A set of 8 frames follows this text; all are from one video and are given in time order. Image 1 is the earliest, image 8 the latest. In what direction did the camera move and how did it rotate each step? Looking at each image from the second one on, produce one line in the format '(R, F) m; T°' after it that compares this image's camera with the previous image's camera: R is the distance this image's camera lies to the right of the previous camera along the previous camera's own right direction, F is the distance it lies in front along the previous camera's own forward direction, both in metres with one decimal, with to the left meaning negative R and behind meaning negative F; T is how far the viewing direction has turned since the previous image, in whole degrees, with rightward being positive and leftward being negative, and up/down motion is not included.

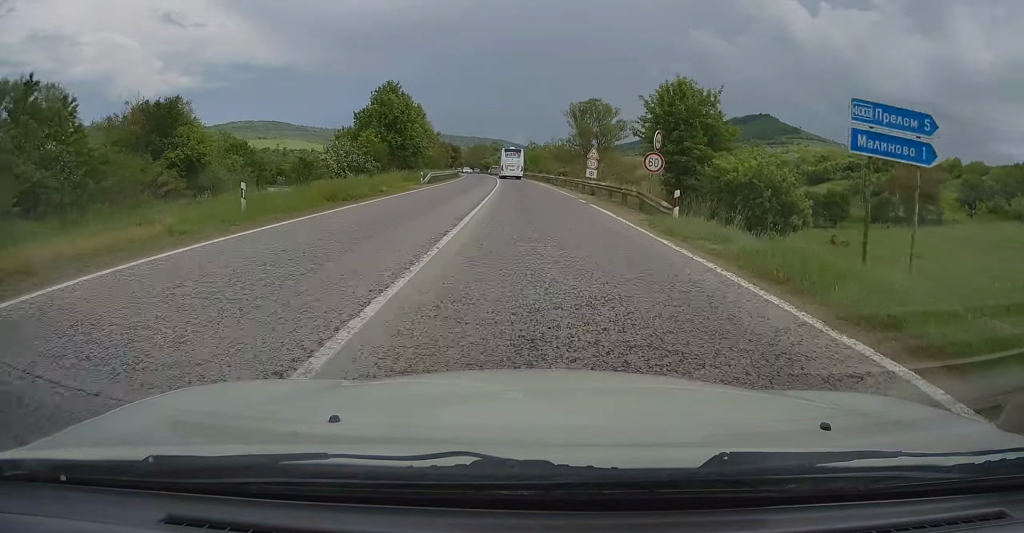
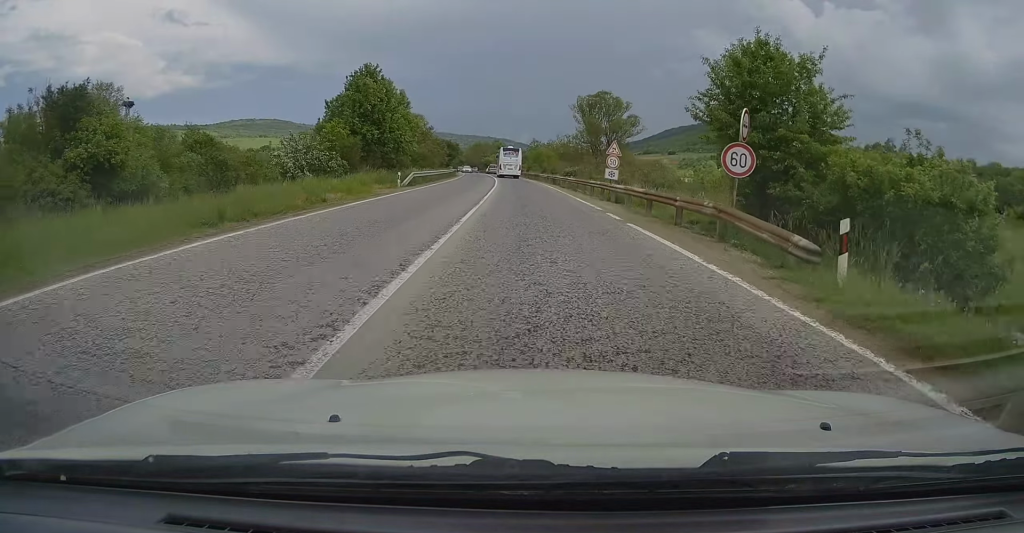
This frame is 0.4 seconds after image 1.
(0.0, +8.5) m; 0°
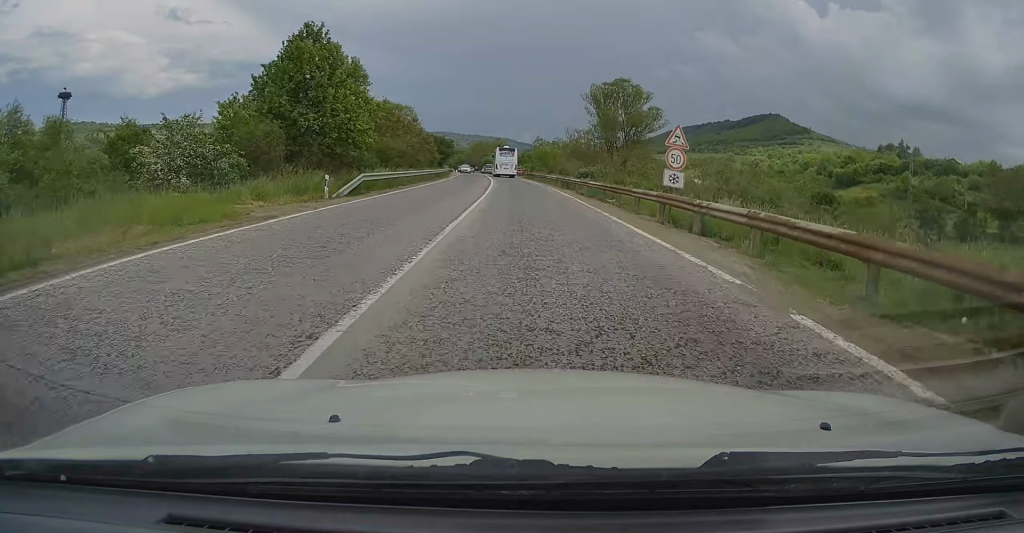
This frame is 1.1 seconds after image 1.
(0.0, +13.2) m; 0°
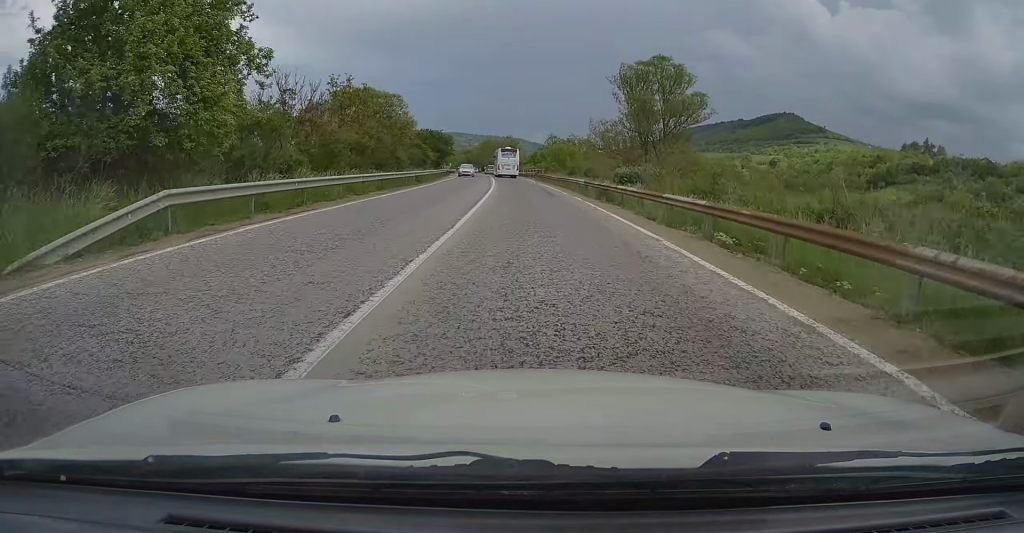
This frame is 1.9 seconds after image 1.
(0.0, +15.9) m; -1°
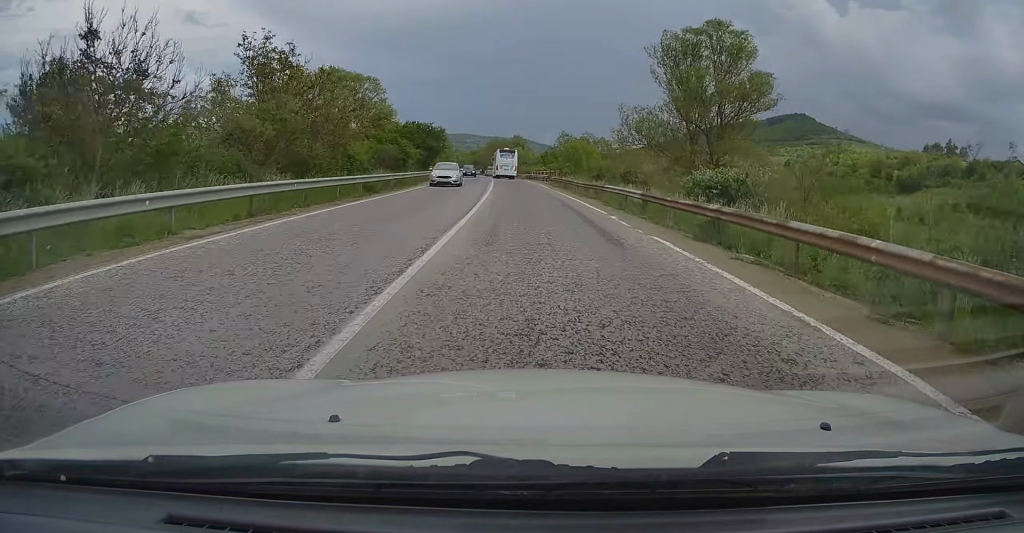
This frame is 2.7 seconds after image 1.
(-0.3, +15.9) m; -1°
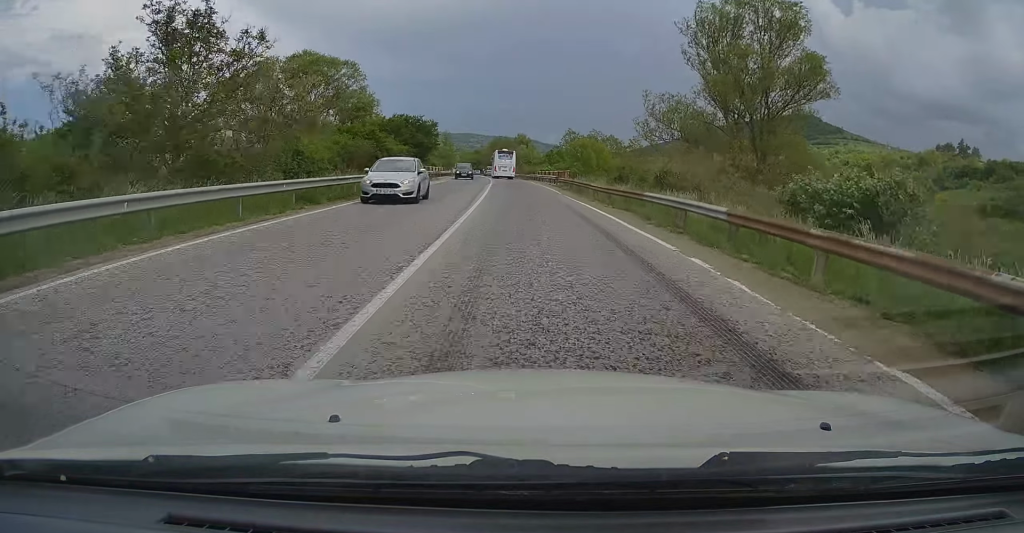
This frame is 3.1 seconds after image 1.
(0.0, +8.6) m; 0°
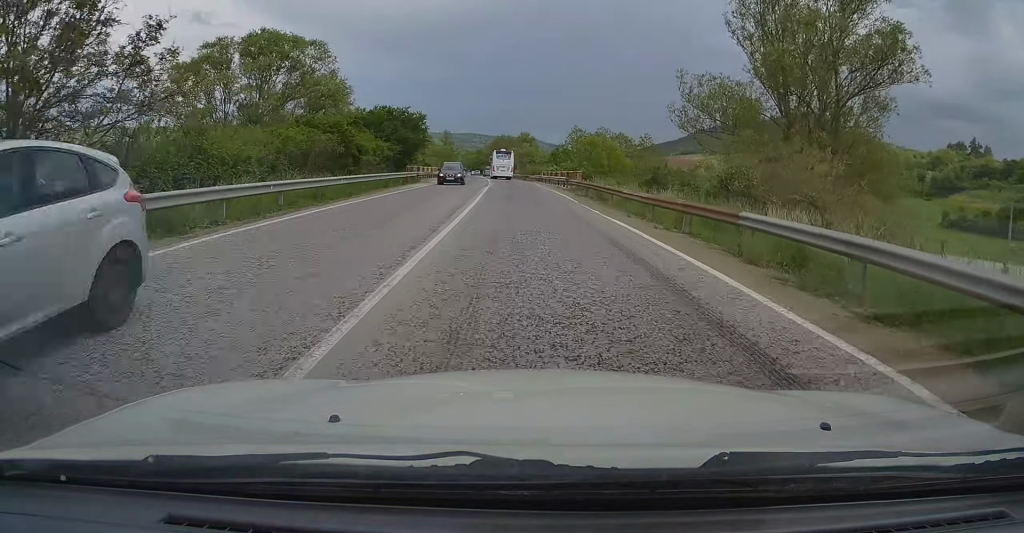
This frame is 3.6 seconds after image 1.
(0.0, +8.6) m; 0°
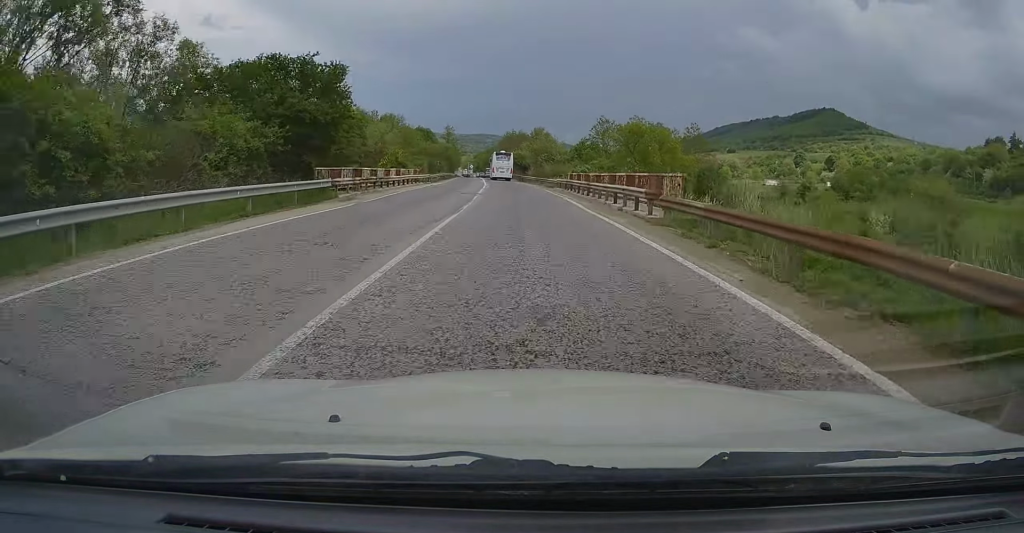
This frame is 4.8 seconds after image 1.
(0.0, +25.0) m; 0°
